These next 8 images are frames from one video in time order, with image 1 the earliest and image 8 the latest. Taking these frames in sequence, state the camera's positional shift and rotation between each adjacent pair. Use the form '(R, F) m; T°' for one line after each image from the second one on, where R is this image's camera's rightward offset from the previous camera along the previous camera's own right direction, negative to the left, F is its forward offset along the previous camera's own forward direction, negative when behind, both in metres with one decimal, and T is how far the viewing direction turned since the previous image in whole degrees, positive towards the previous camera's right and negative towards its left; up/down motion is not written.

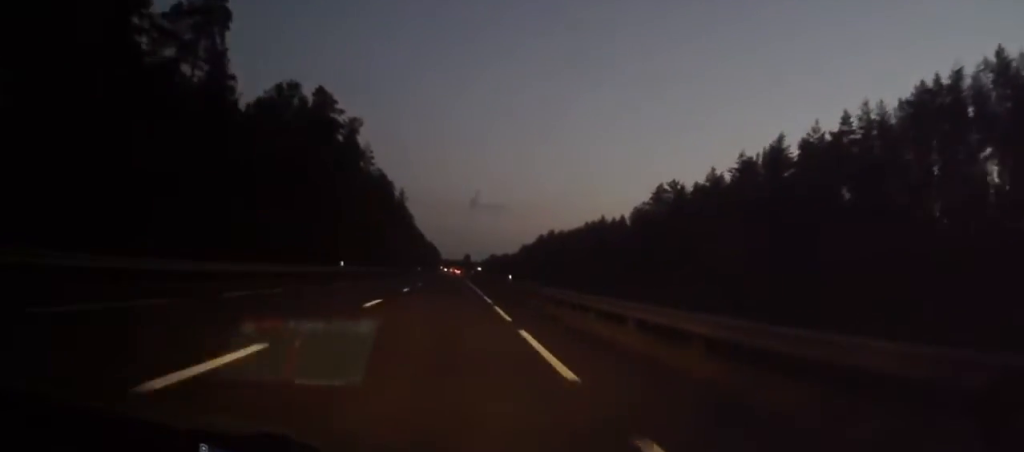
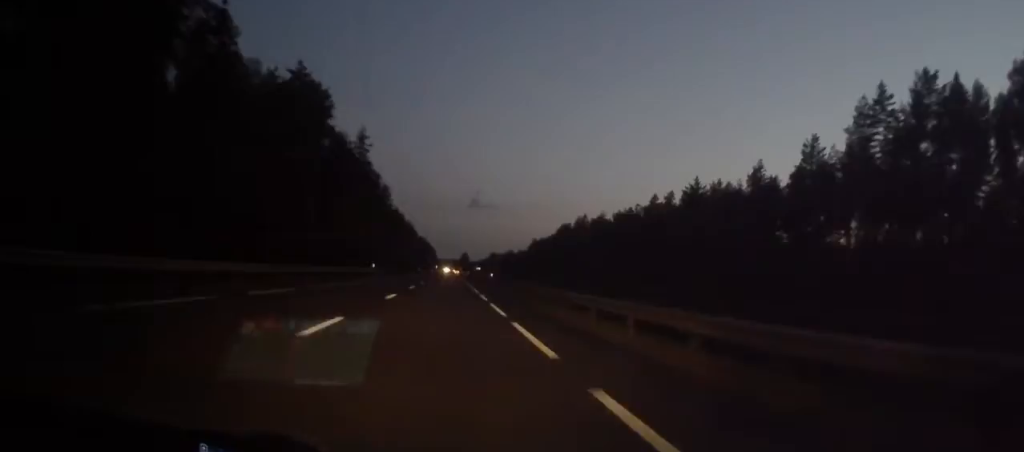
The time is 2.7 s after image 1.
(-0.2, +79.7) m; 0°
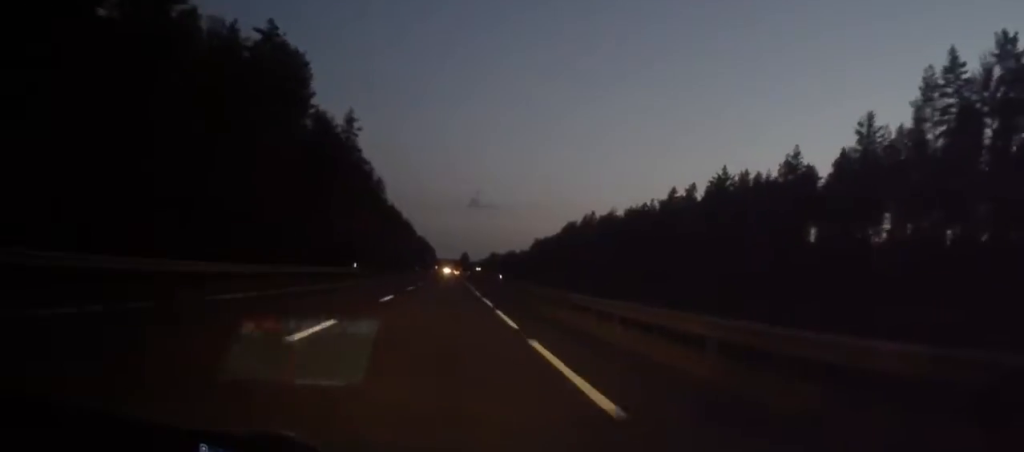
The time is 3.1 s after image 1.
(0.0, +12.8) m; 0°
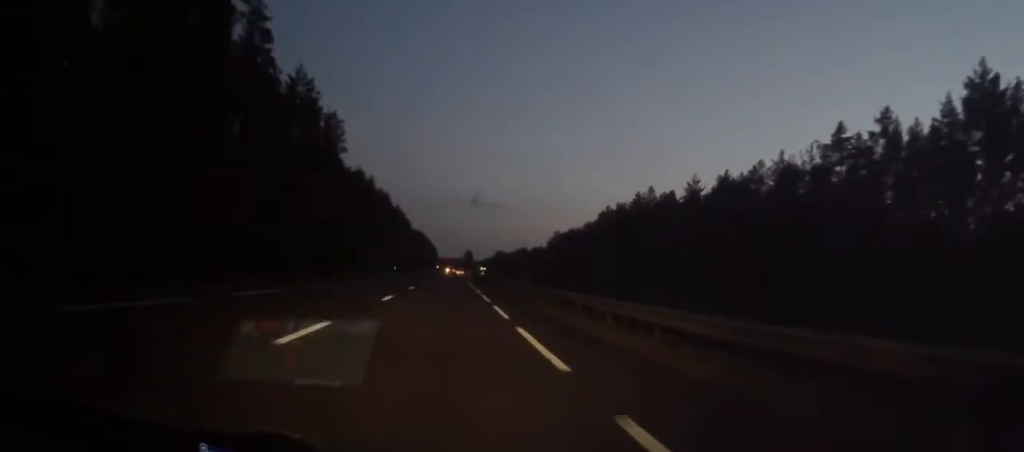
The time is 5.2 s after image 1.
(+0.1, +60.9) m; 0°
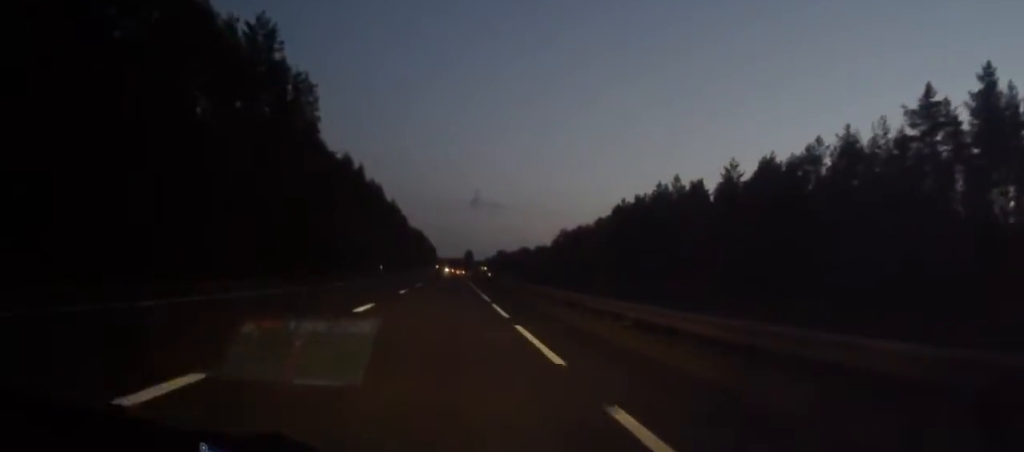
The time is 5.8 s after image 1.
(0.0, +17.7) m; 0°
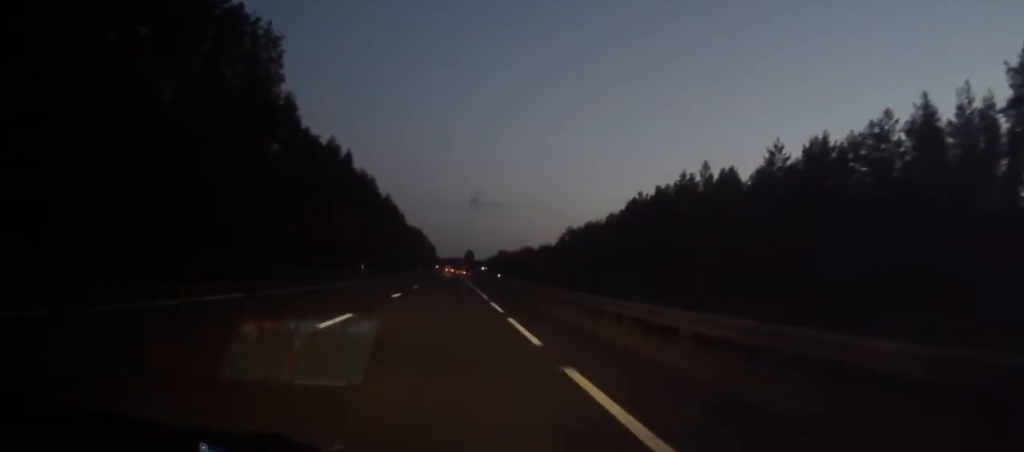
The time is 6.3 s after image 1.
(0.0, +15.7) m; 0°
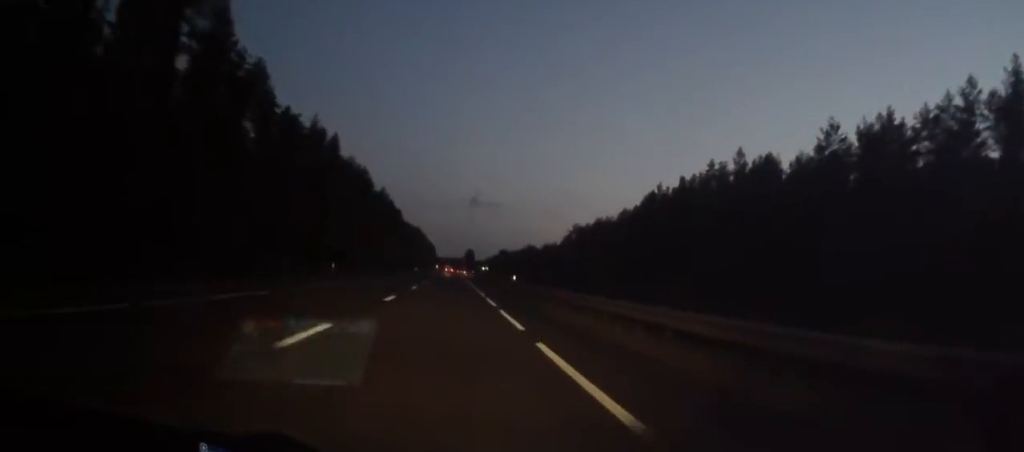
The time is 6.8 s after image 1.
(+0.1, +14.7) m; 0°
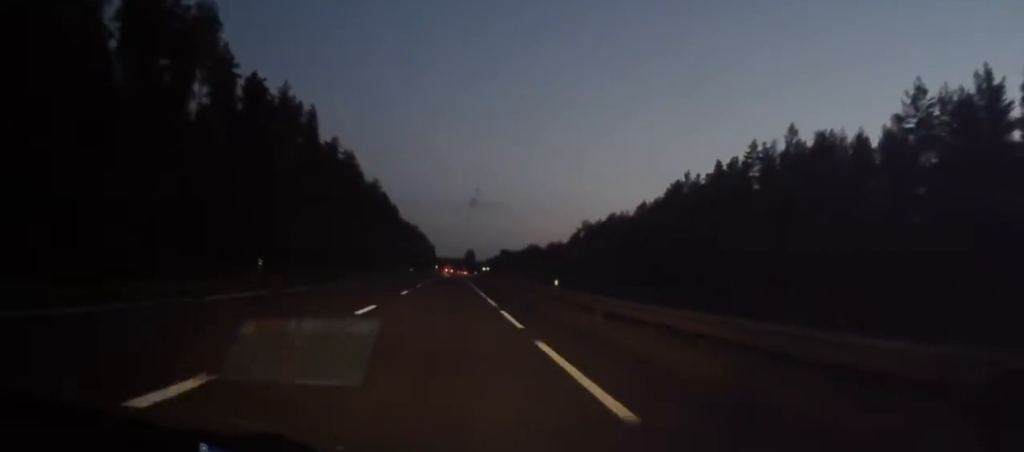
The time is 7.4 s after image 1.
(0.0, +17.7) m; 0°
